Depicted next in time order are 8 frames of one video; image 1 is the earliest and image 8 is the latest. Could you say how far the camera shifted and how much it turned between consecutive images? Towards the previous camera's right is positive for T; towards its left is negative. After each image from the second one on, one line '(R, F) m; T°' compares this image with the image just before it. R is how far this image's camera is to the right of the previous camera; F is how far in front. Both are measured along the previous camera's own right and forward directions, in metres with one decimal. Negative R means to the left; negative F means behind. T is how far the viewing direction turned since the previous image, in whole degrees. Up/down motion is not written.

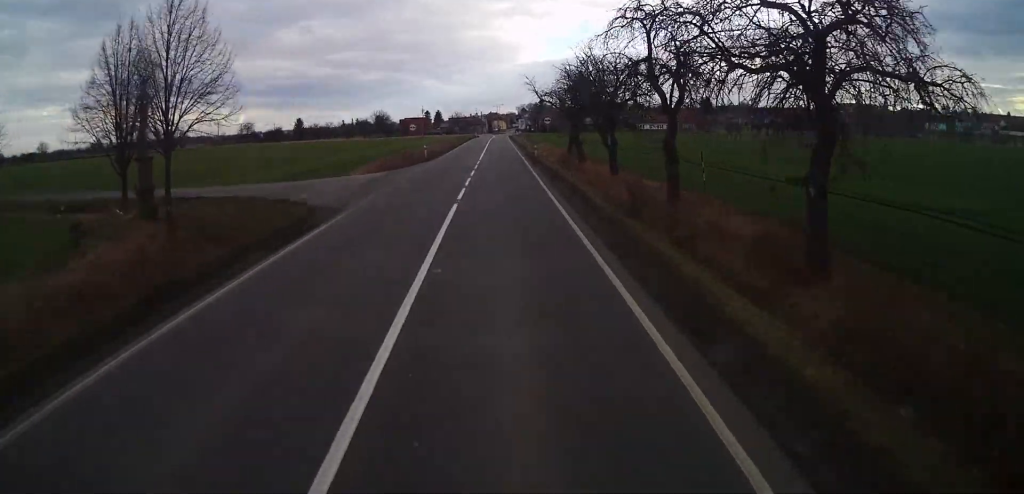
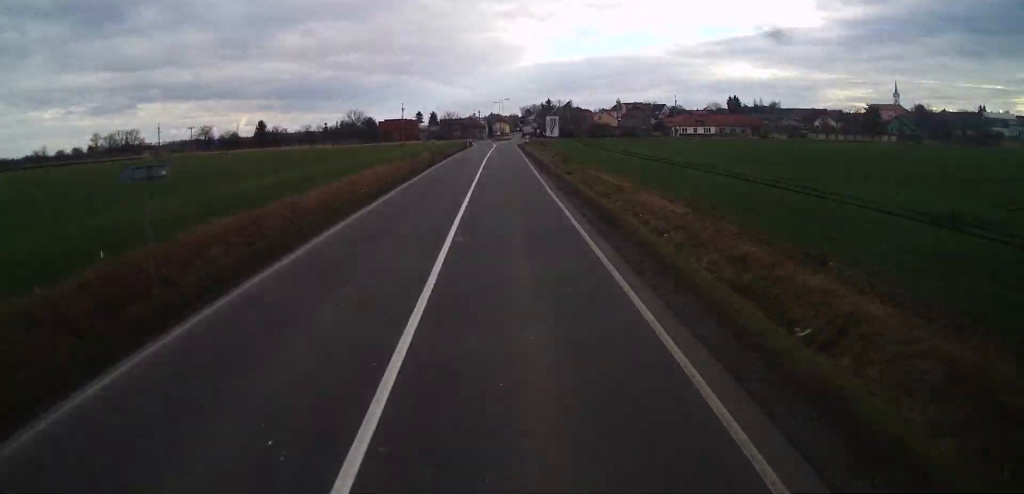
(-0.2, +50.2) m; -1°
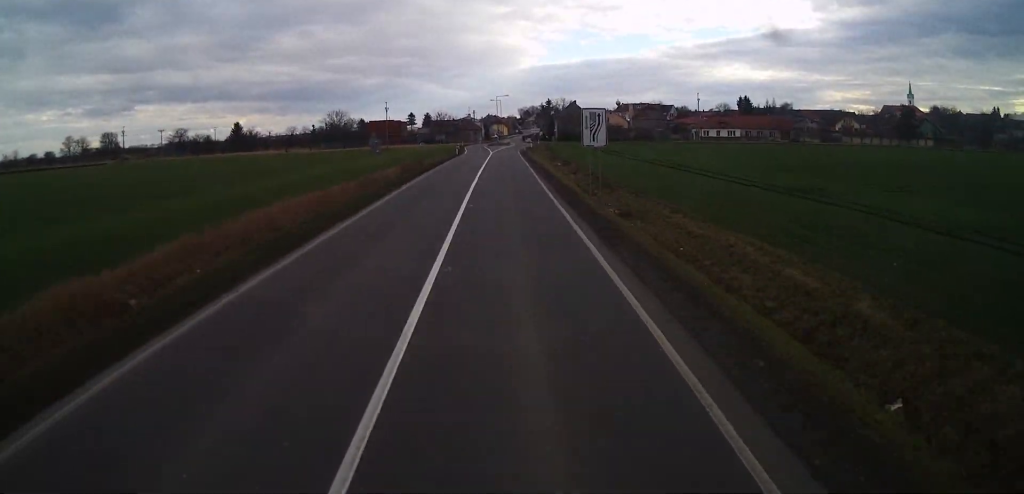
(-0.1, +20.6) m; 0°
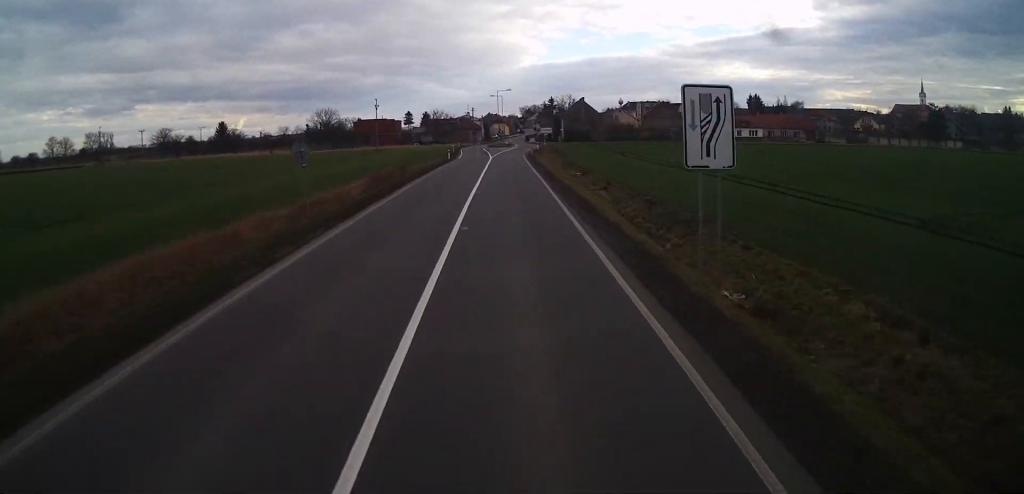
(+0.1, +13.5) m; 0°
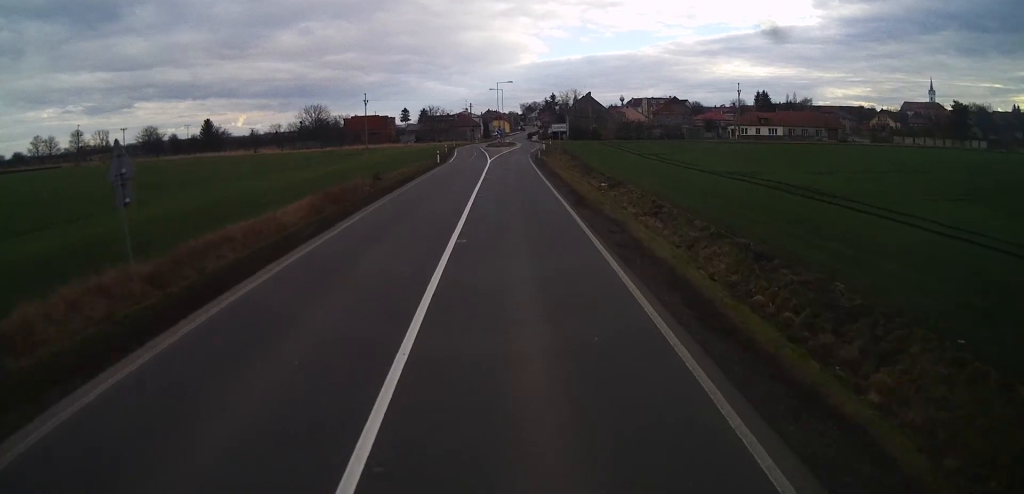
(+0.1, +11.0) m; 0°
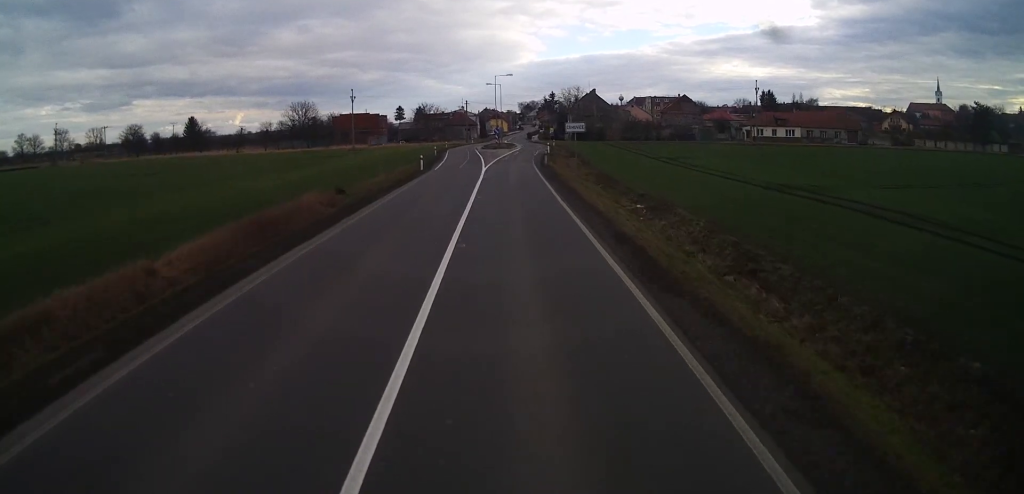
(0.0, +9.6) m; 0°
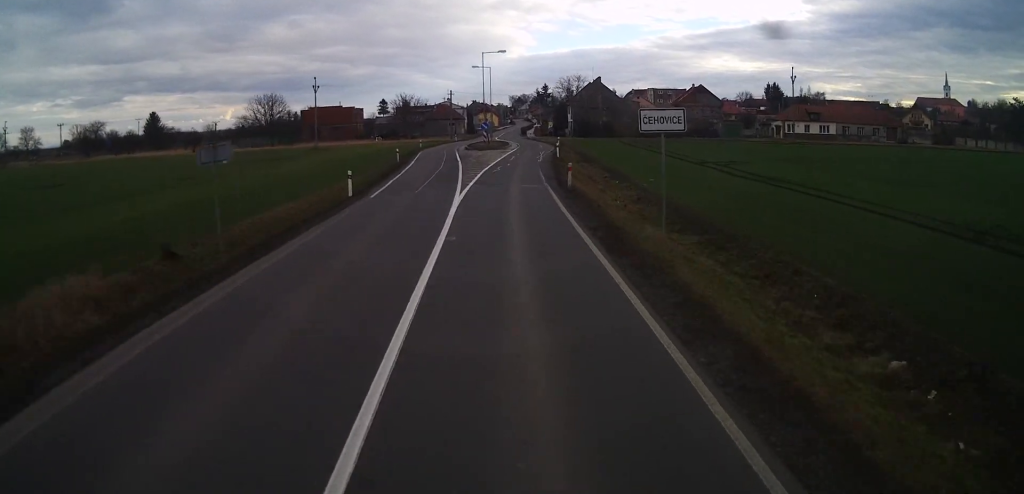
(-0.1, +18.3) m; +1°
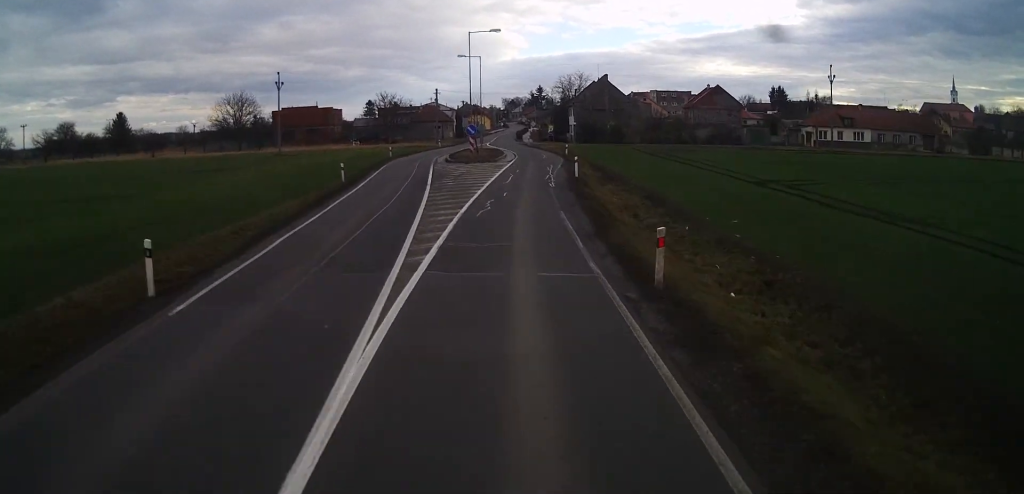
(+0.3, +14.3) m; +1°
